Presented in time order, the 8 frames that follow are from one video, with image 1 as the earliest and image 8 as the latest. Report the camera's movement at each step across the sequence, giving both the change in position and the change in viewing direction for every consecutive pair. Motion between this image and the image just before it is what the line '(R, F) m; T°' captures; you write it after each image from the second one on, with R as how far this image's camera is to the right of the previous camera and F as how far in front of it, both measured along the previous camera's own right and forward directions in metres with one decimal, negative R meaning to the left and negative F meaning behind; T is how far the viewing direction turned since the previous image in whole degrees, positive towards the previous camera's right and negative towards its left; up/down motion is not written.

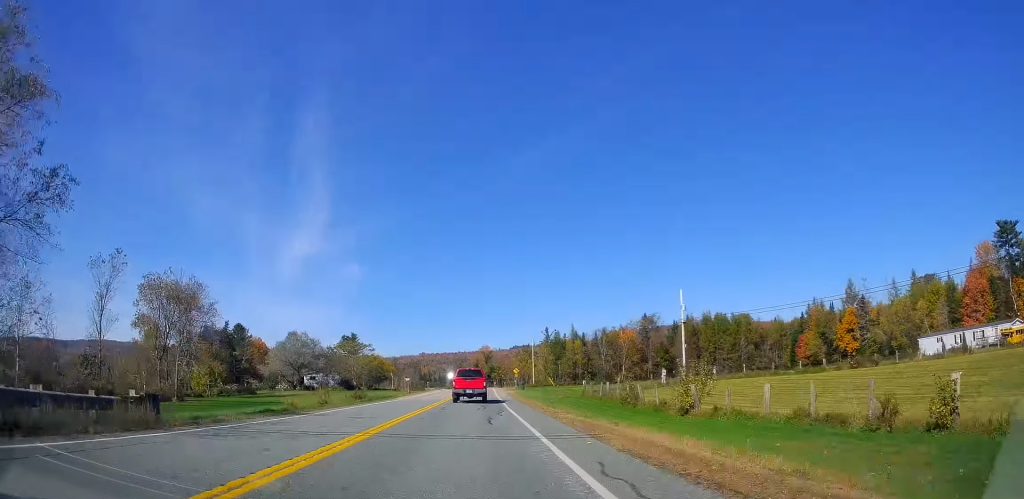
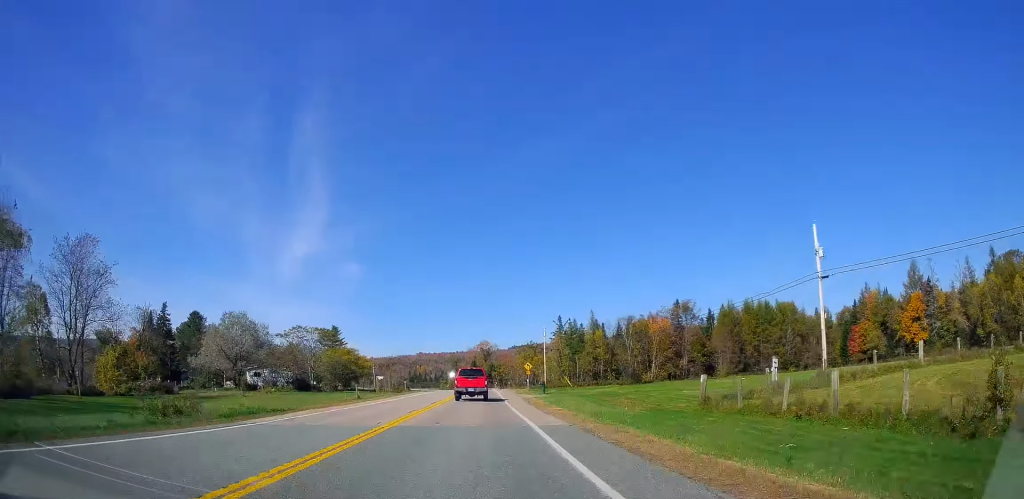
(+0.3, +27.8) m; 0°
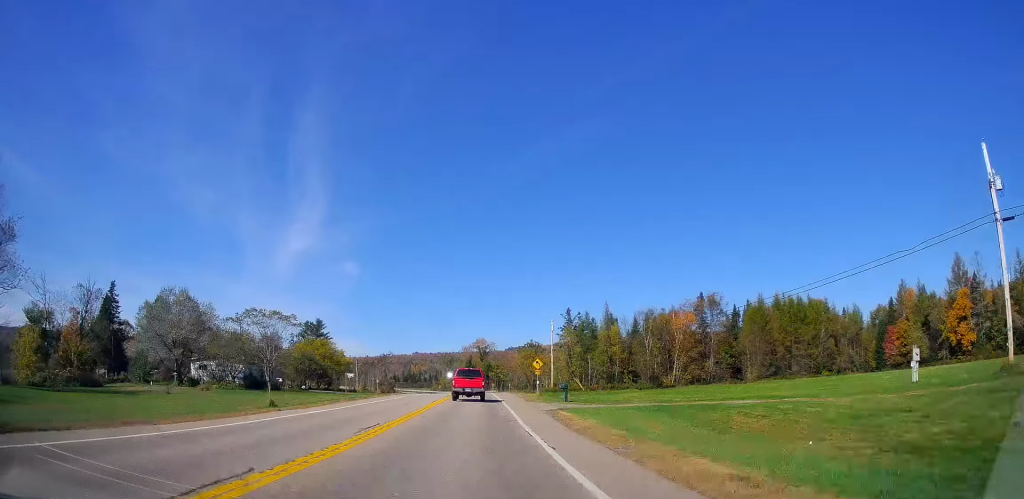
(0.0, +17.0) m; 0°
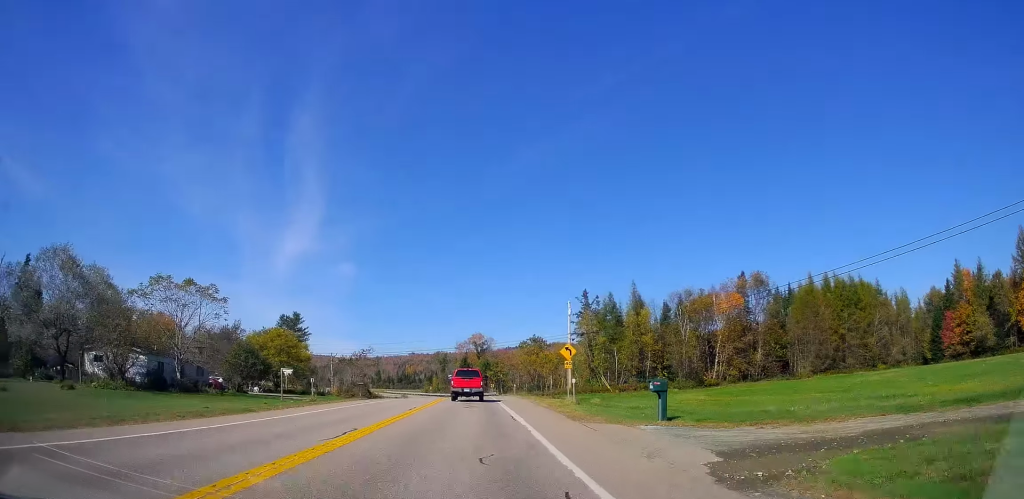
(+0.2, +22.1) m; +1°
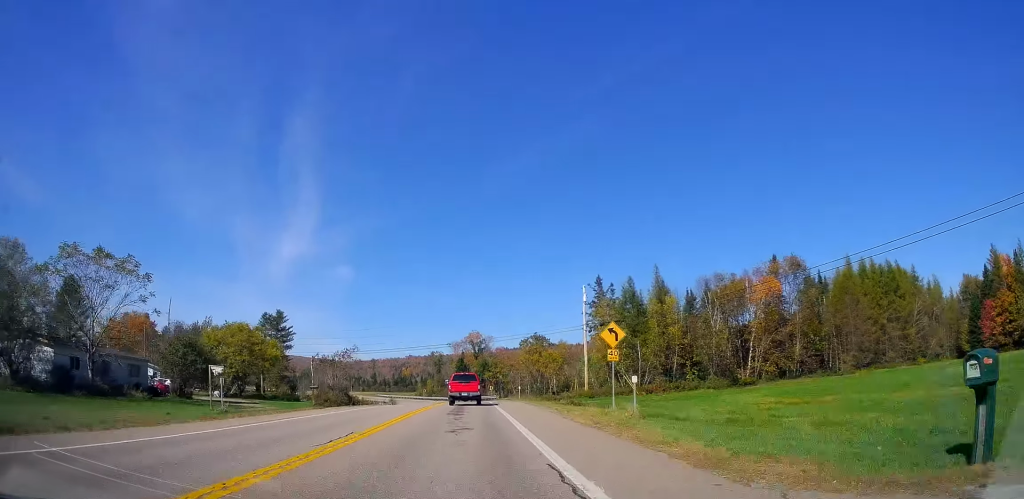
(+0.2, +13.2) m; 0°
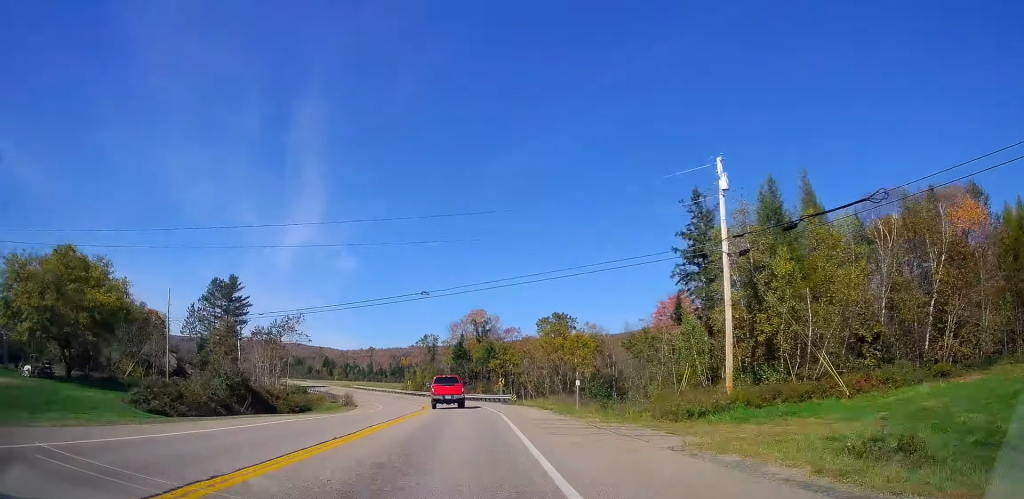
(-0.6, +35.7) m; -1°
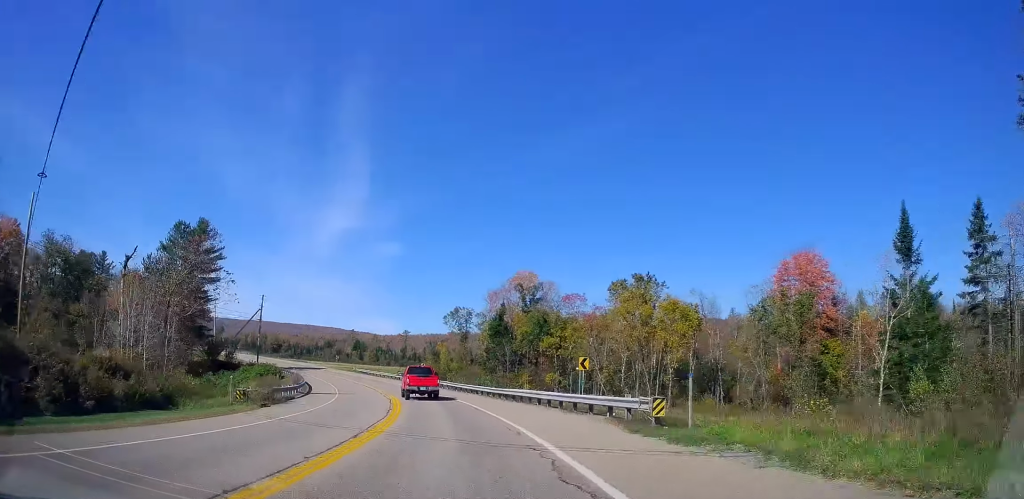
(-0.4, +33.5) m; -2°
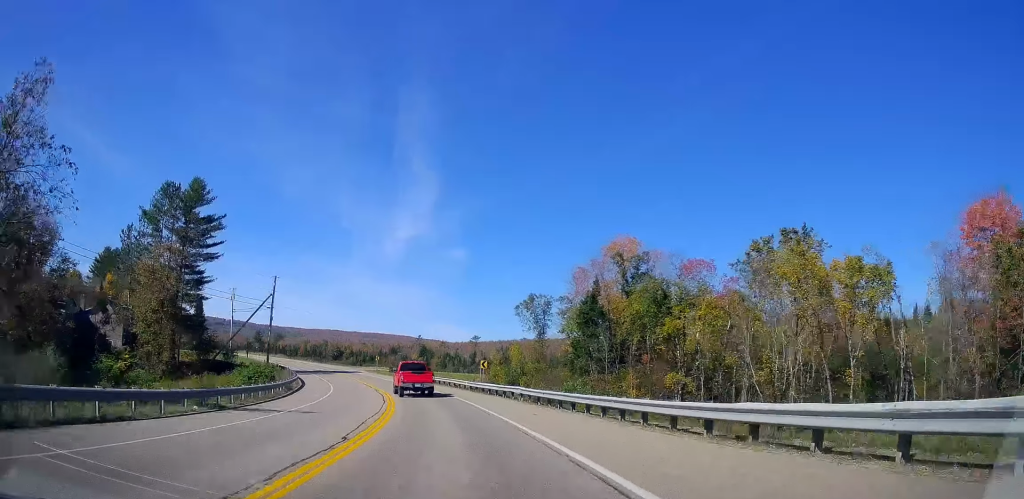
(-0.6, +25.0) m; -4°
